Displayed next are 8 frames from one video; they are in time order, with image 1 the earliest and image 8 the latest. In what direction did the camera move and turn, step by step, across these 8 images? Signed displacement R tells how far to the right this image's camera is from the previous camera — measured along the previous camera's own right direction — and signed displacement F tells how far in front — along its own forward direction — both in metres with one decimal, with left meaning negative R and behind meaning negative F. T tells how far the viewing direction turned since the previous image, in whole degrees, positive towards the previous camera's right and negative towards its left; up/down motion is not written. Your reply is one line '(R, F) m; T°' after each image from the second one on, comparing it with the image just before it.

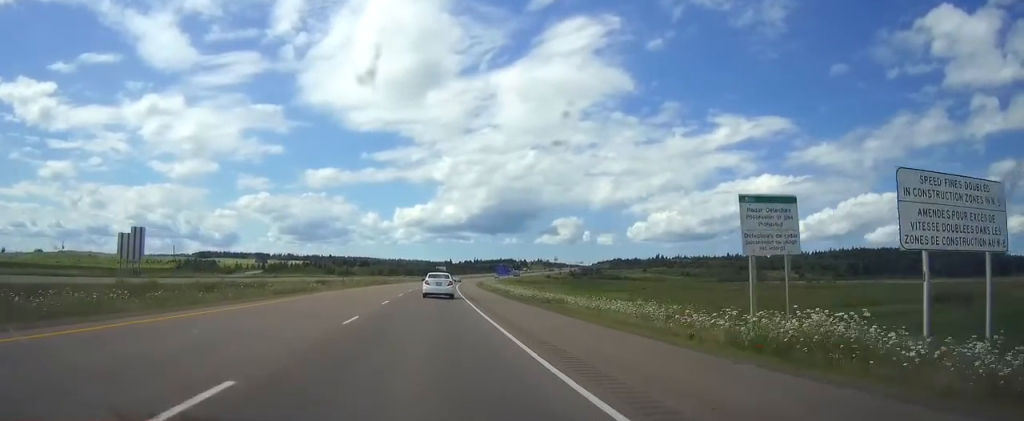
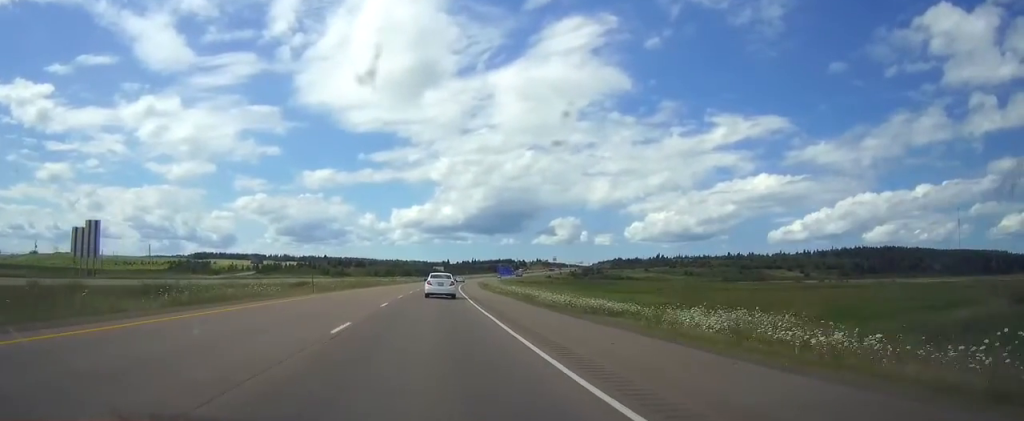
(+0.1, +14.4) m; 0°
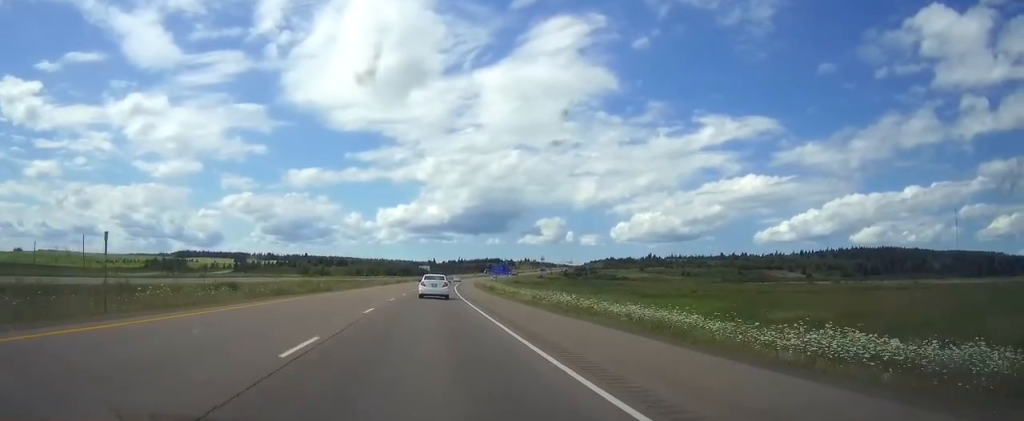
(+0.2, +28.0) m; +1°
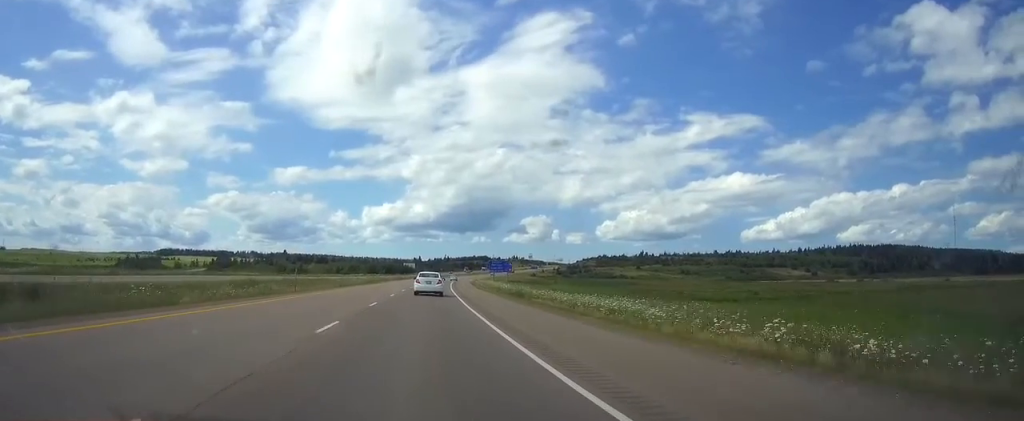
(+0.4, +31.7) m; +1°
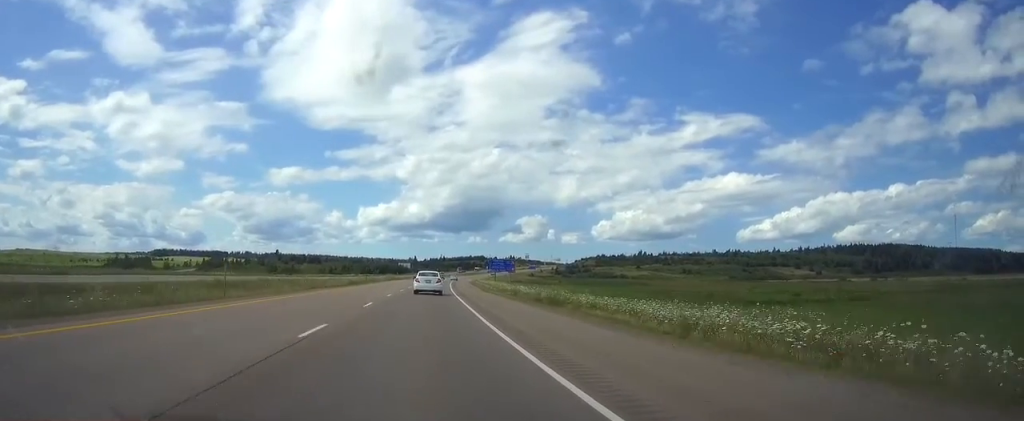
(+0.1, +13.6) m; 0°
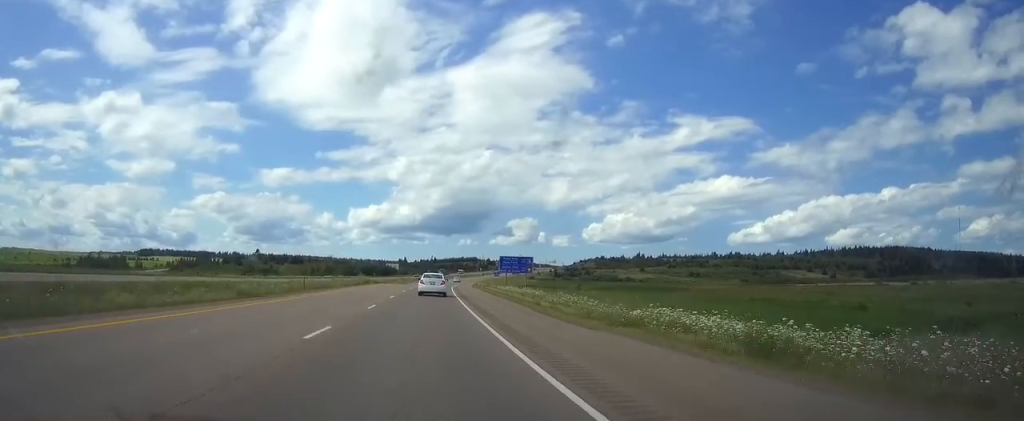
(+0.2, +35.4) m; +1°
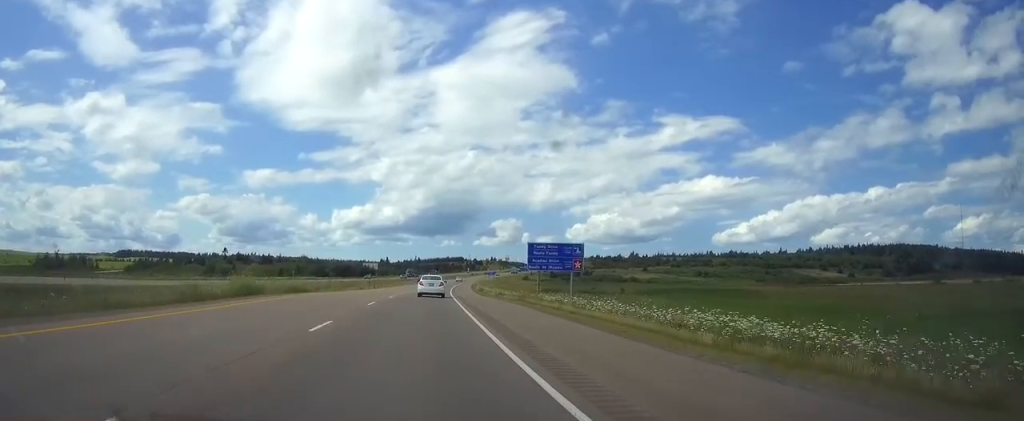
(+0.5, +46.4) m; +1°
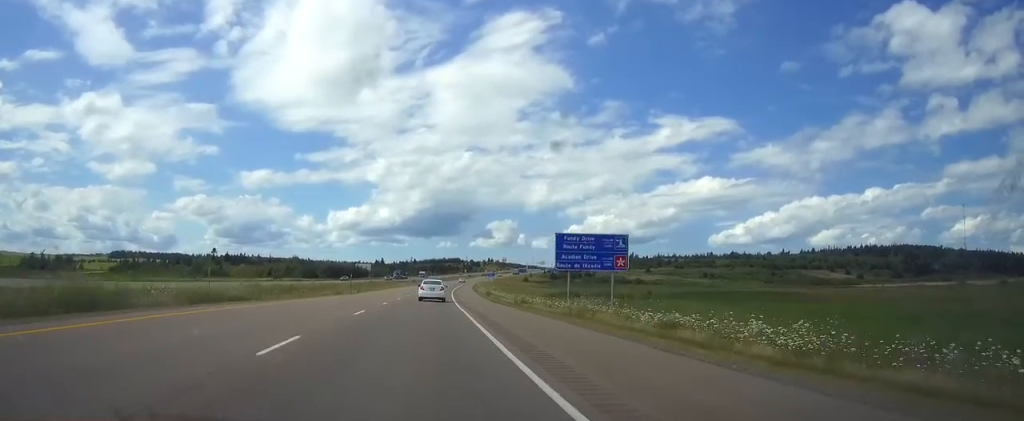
(0.0, +16.4) m; 0°
